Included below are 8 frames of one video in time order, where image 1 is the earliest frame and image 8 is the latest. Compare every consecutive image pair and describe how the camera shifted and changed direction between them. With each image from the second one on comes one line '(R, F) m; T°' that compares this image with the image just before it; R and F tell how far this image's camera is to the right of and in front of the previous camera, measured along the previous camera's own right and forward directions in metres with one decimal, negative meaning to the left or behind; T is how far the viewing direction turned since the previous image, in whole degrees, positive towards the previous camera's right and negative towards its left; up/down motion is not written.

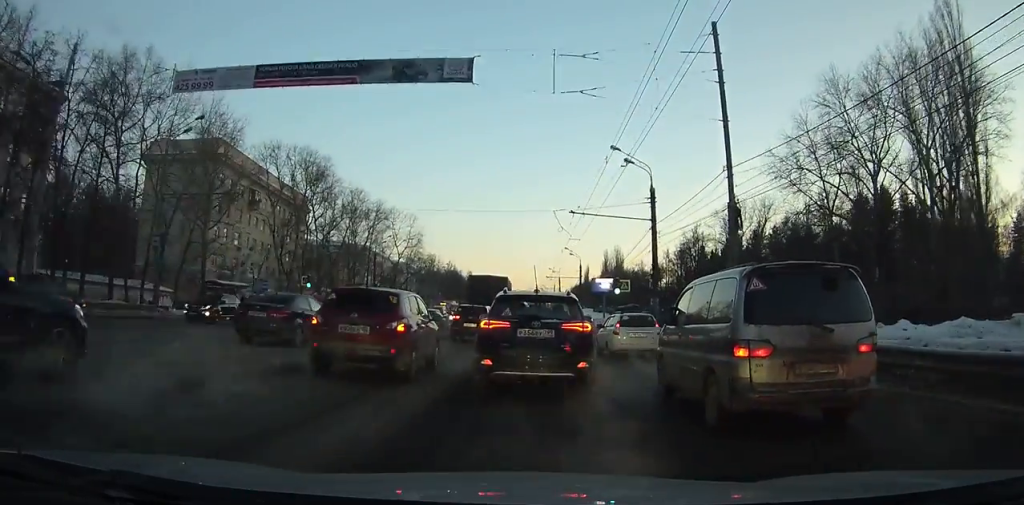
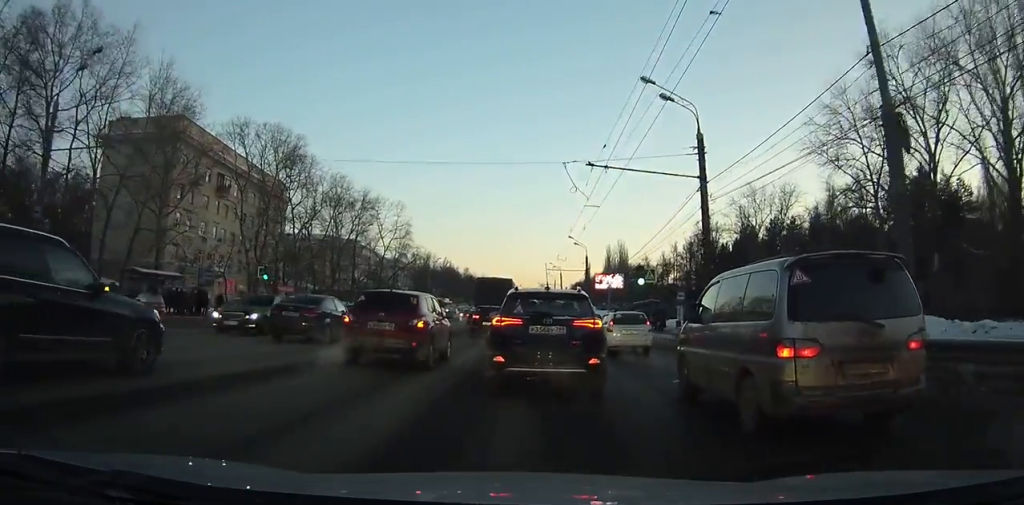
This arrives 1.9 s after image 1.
(0.0, +8.8) m; 0°
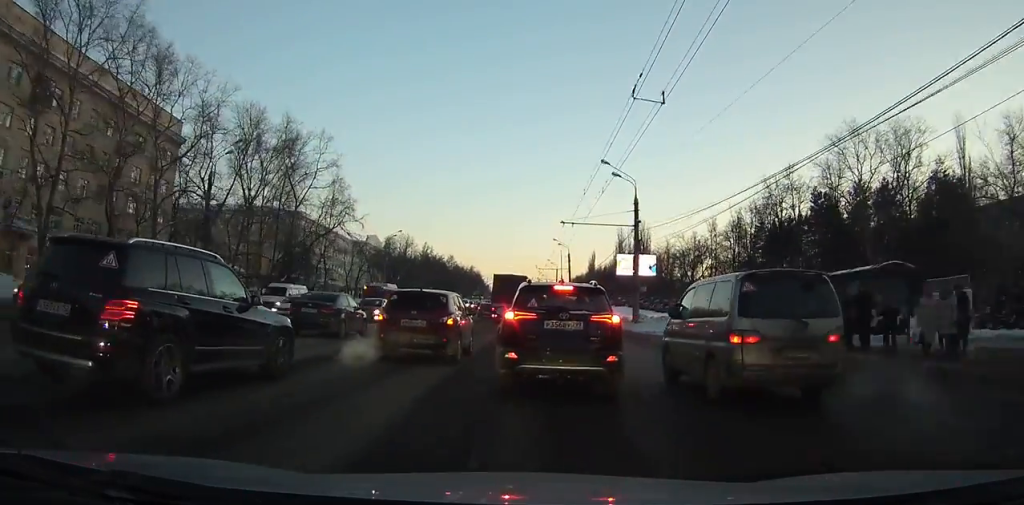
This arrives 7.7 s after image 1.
(-0.3, +32.3) m; -1°
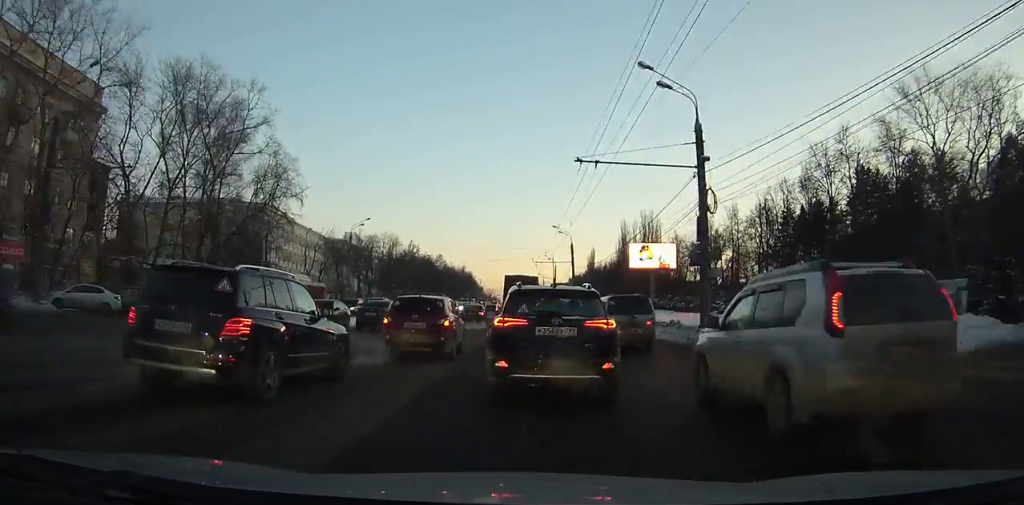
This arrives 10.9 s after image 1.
(0.0, +16.7) m; 0°
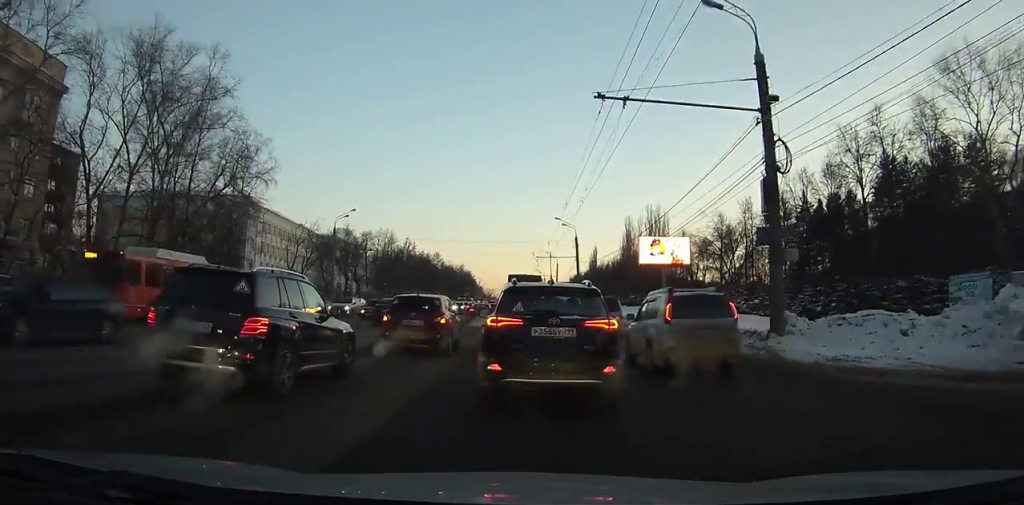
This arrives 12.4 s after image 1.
(+0.1, +7.0) m; 0°
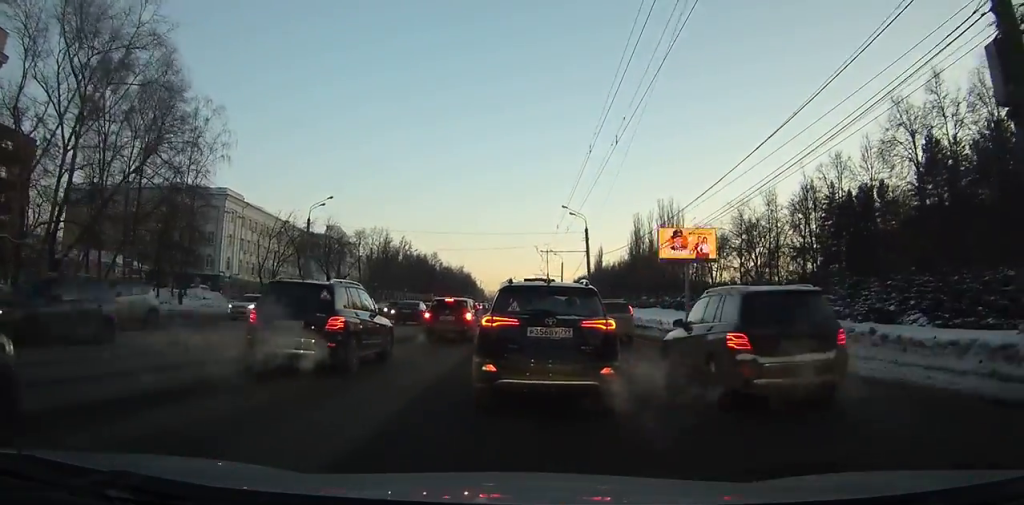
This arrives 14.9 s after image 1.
(0.0, +10.4) m; 0°
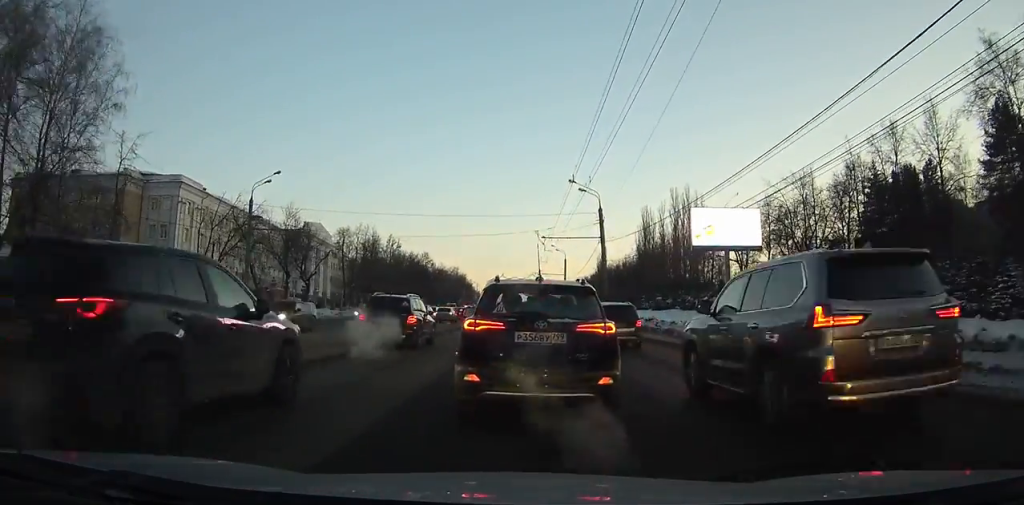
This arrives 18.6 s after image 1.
(+0.1, +13.5) m; +2°
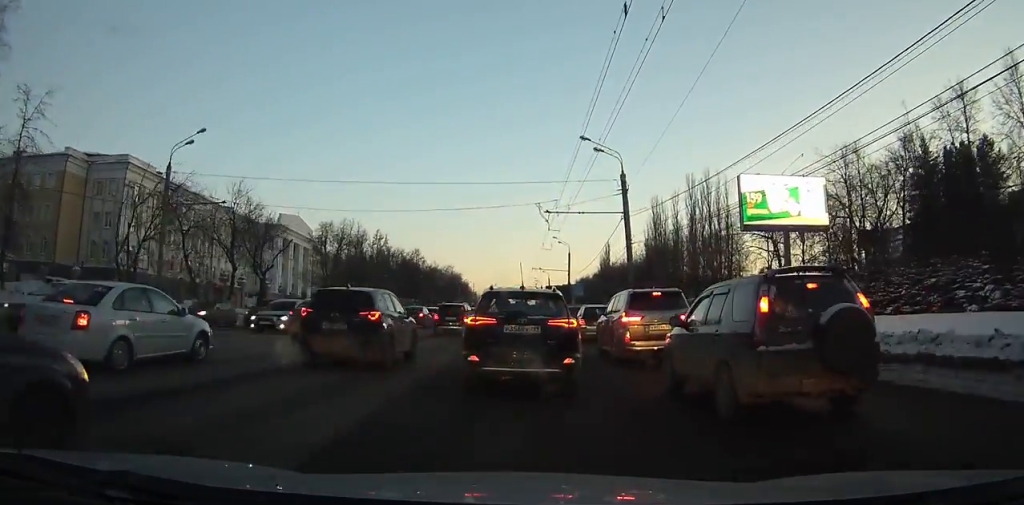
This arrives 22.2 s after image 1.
(+0.3, +11.6) m; 0°
